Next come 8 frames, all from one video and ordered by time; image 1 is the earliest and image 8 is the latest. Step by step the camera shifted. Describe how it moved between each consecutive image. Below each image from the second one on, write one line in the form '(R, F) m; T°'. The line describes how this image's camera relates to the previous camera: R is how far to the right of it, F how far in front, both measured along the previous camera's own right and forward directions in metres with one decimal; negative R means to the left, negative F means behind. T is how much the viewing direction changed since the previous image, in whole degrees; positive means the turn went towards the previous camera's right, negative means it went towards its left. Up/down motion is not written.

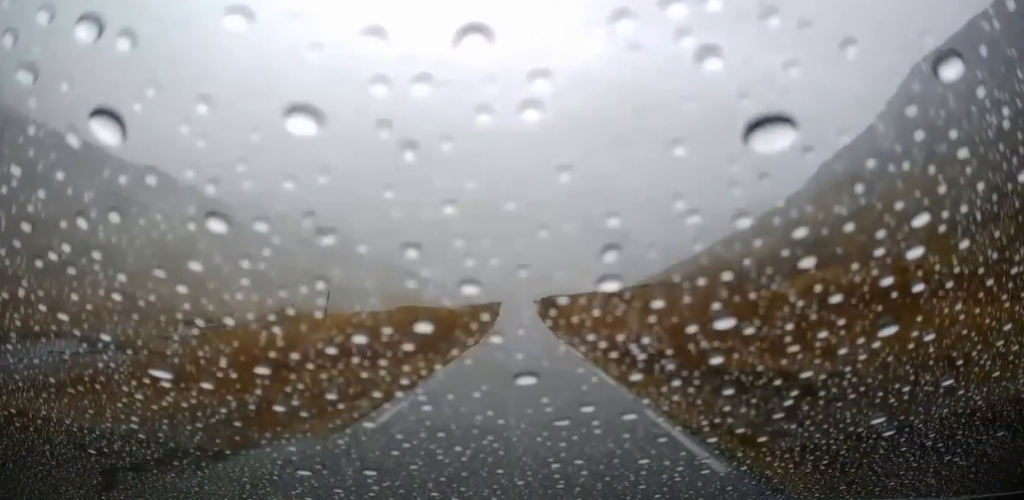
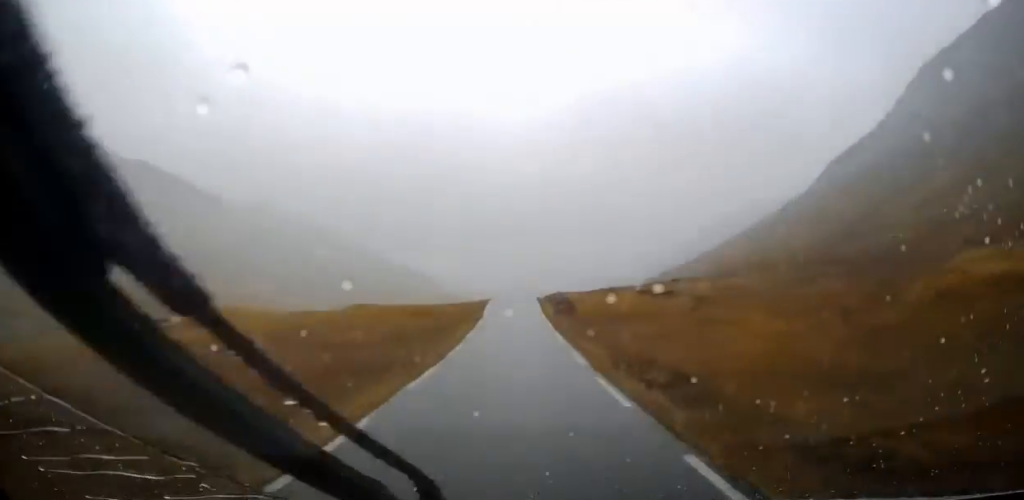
(+0.1, +20.2) m; 0°
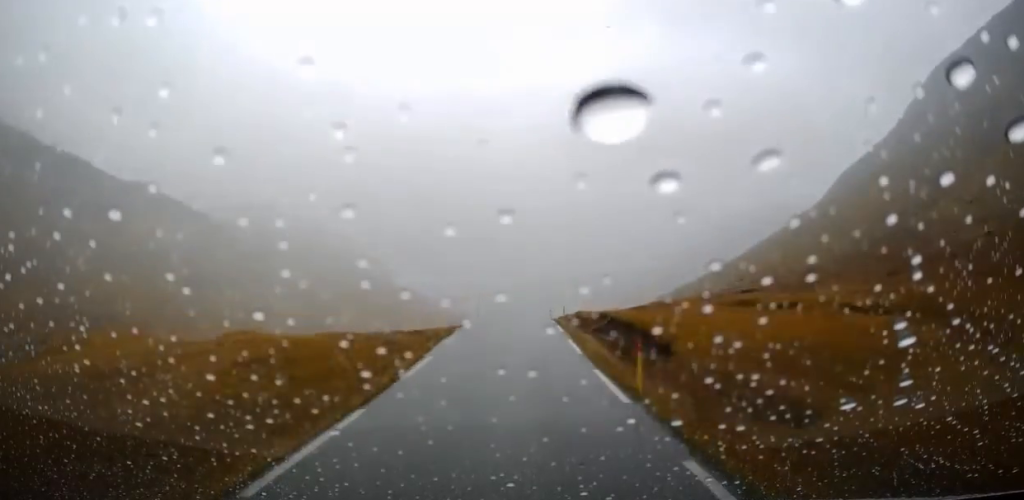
(+0.2, +22.9) m; 0°
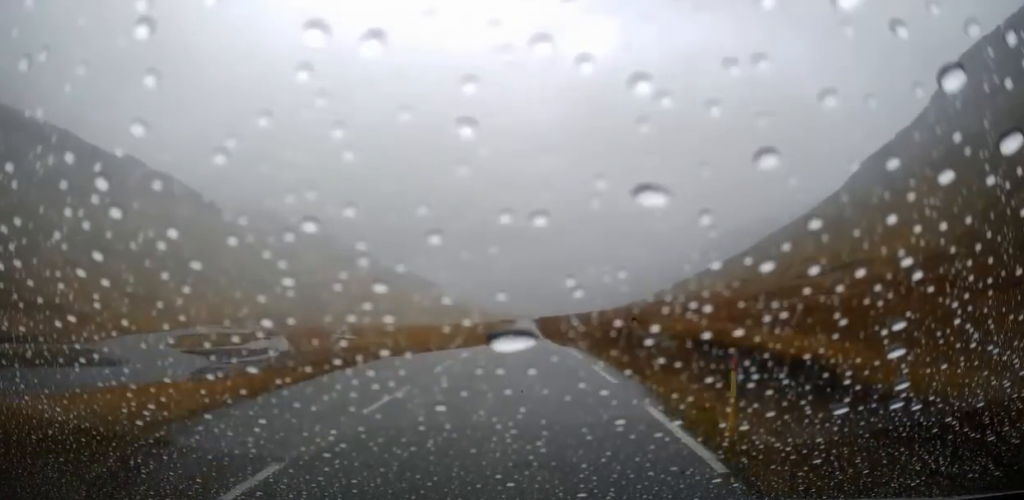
(-0.4, +40.2) m; -1°
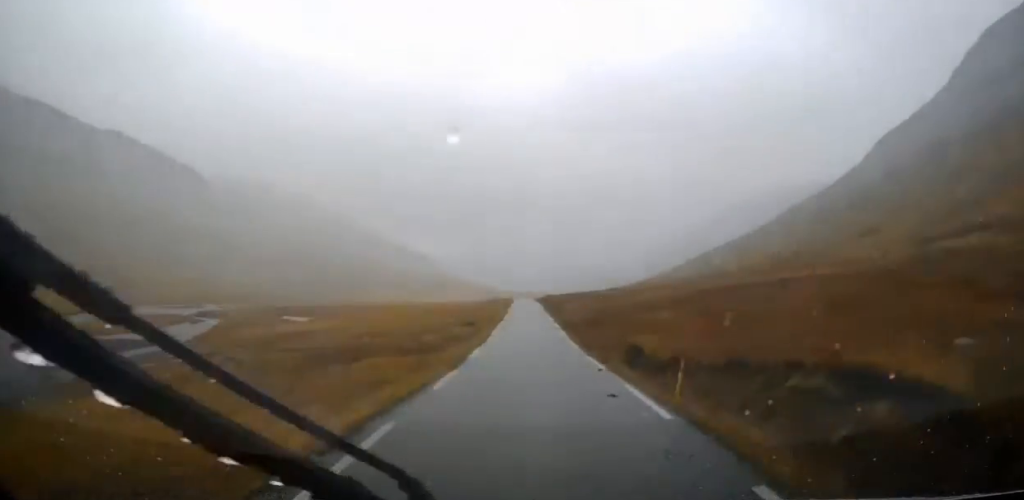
(-0.2, +35.2) m; 0°
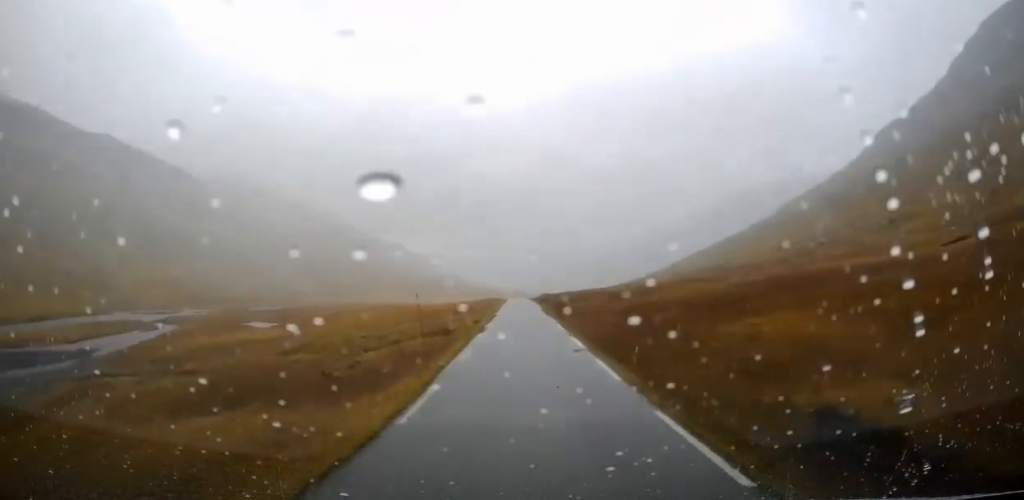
(0.0, +14.4) m; 0°
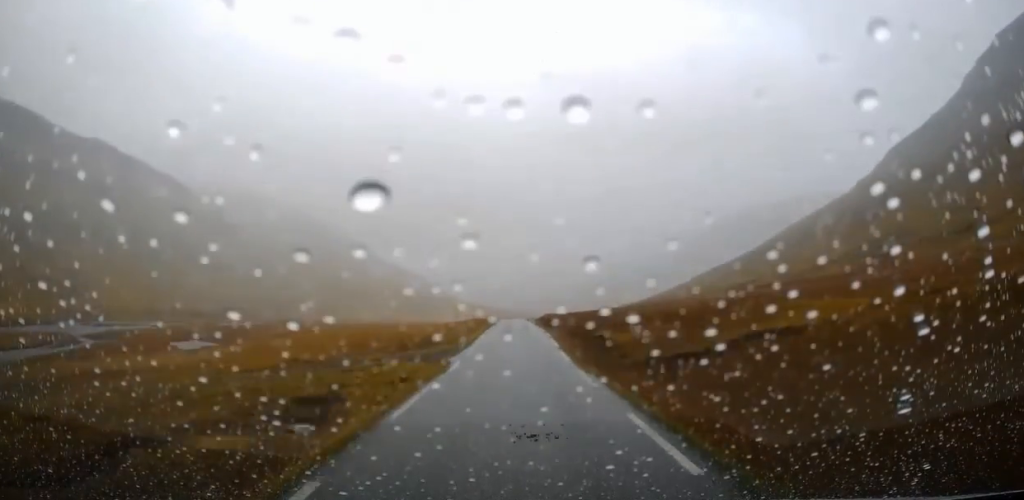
(+0.3, +22.5) m; 0°
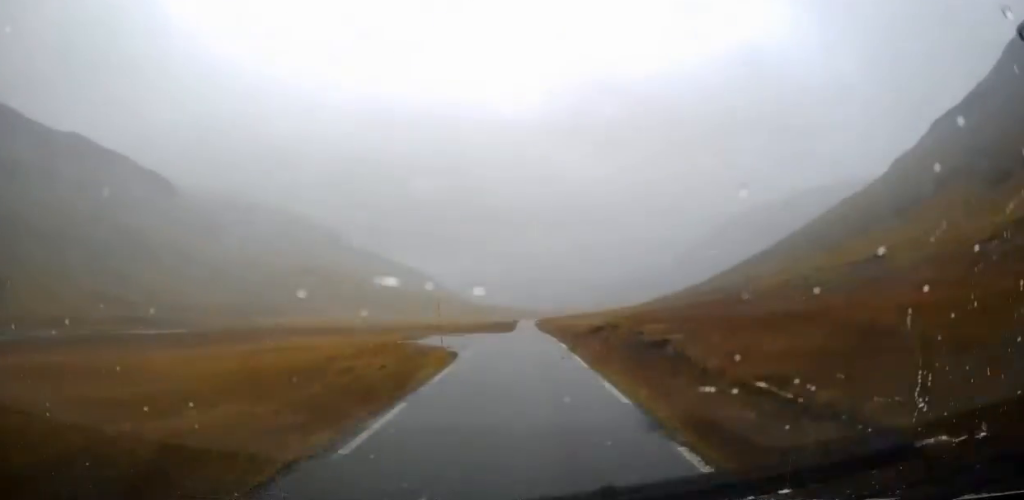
(+0.2, +60.9) m; 0°
